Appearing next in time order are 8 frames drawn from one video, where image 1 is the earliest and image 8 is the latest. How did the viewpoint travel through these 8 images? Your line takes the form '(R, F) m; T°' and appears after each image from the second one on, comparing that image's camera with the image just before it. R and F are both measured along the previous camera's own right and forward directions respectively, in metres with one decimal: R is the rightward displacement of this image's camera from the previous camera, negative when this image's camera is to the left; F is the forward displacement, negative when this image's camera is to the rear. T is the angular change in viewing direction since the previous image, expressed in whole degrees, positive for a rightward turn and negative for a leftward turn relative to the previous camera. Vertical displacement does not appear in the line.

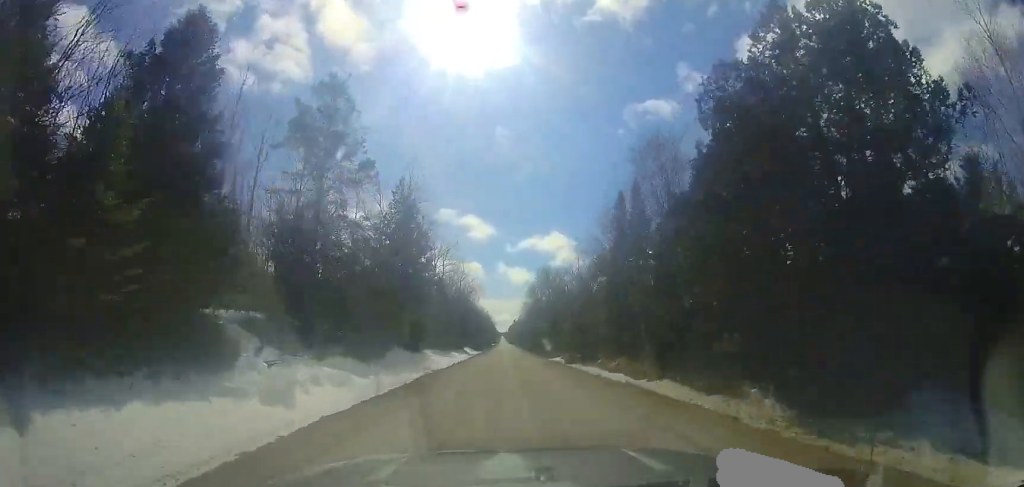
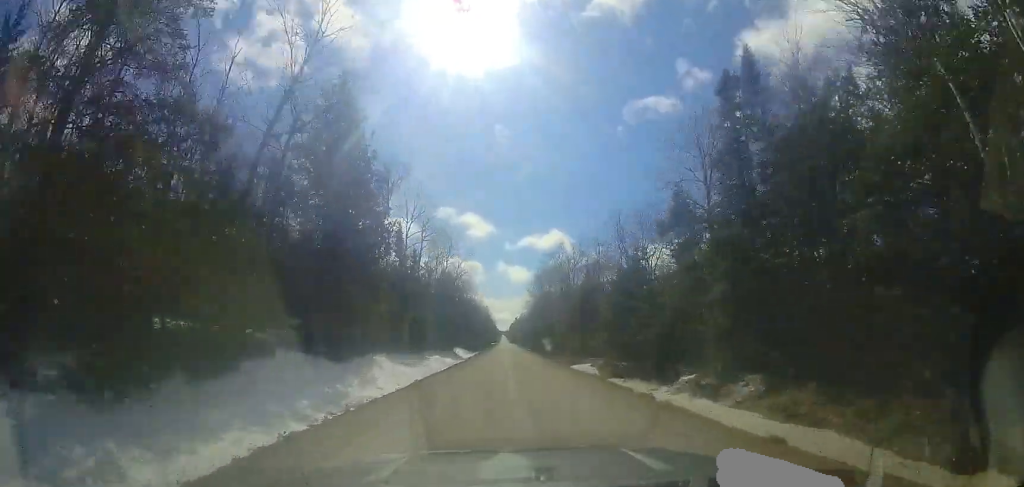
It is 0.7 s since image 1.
(0.0, +13.6) m; 0°
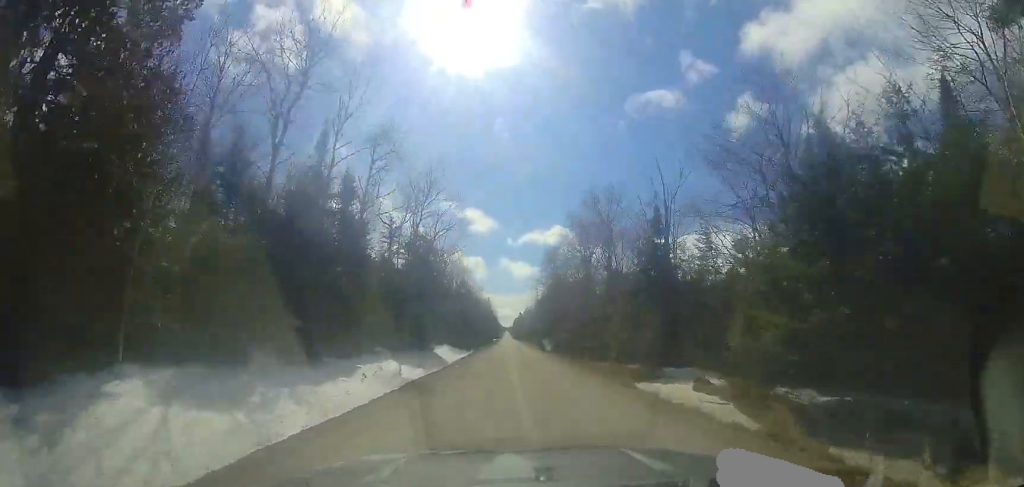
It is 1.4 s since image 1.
(0.0, +15.3) m; -1°
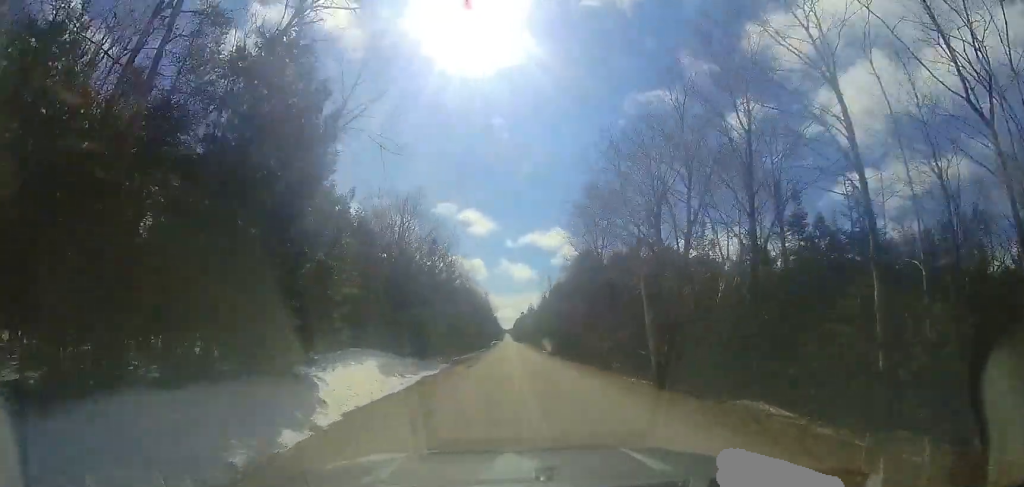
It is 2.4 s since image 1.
(-0.3, +21.1) m; 0°
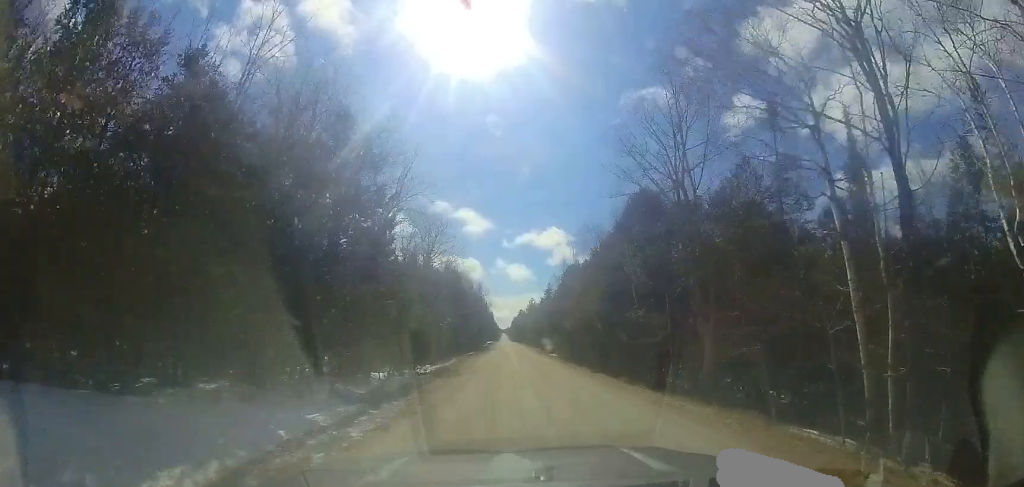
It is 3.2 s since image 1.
(+0.1, +16.3) m; +1°
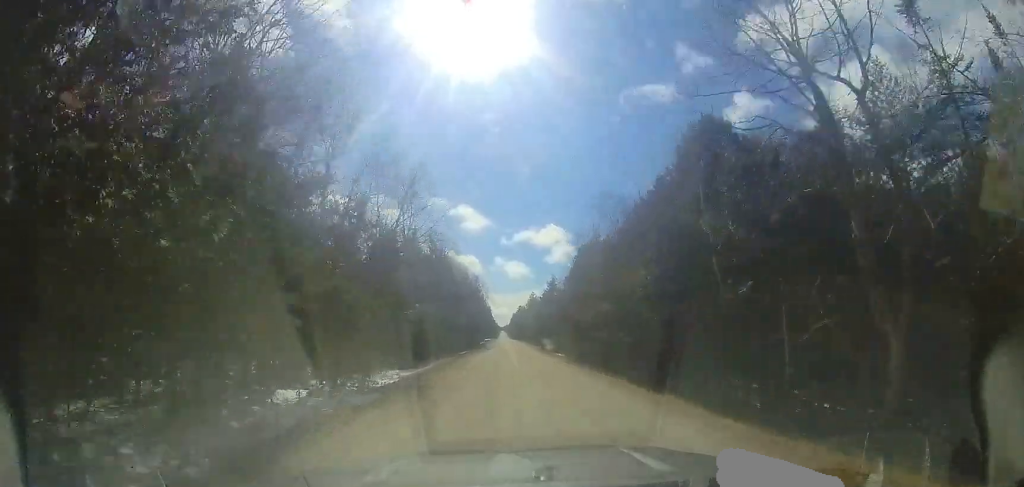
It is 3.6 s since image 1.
(0.0, +8.6) m; +1°
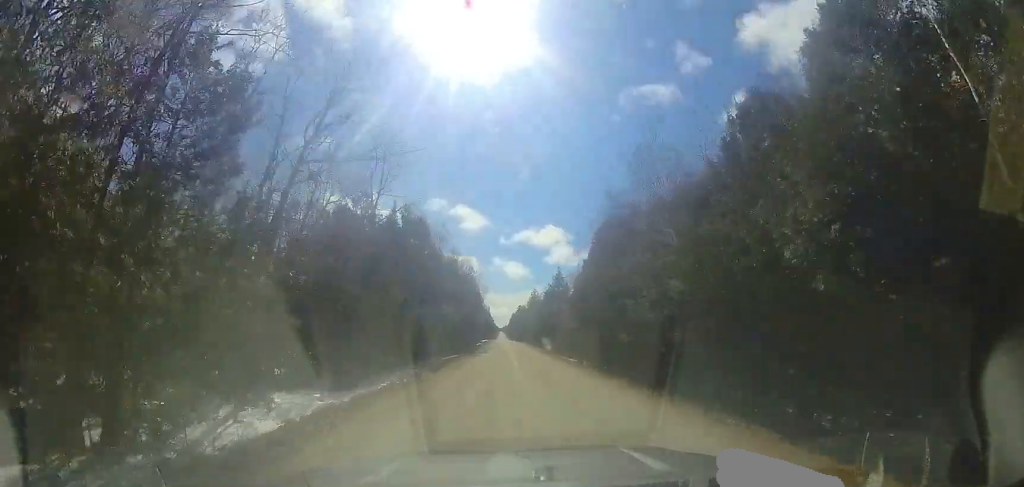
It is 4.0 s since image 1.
(+0.1, +9.4) m; 0°
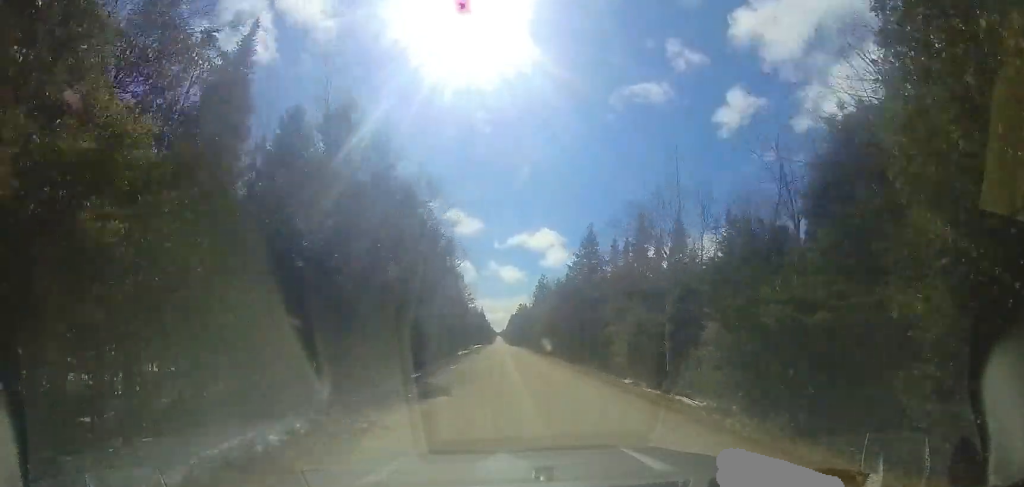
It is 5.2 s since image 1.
(+0.3, +26.4) m; +1°
